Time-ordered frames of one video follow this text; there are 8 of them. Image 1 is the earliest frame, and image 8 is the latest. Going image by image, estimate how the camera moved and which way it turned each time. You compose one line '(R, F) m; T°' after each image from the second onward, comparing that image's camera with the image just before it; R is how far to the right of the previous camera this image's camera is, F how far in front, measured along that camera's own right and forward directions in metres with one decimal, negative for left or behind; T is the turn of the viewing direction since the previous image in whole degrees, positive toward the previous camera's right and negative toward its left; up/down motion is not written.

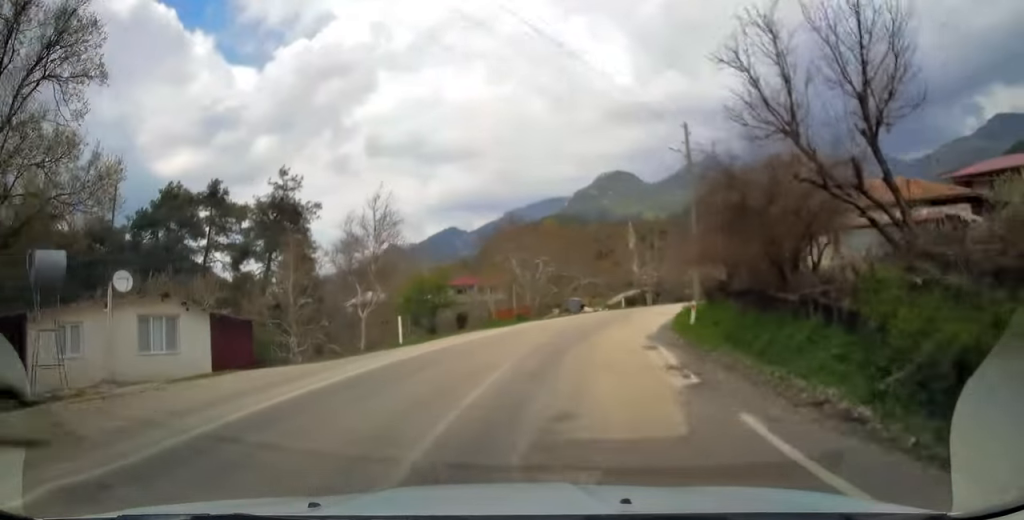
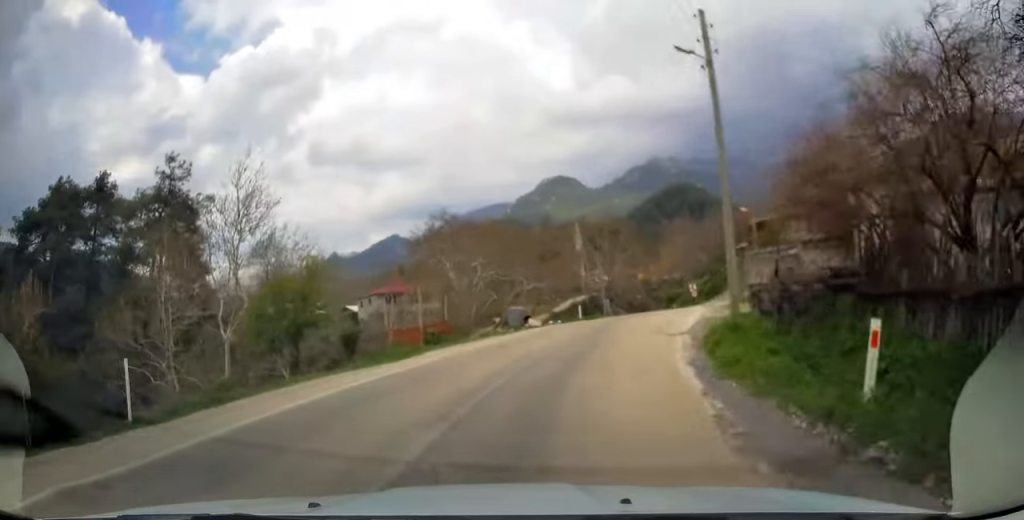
(+0.7, +11.9) m; +6°
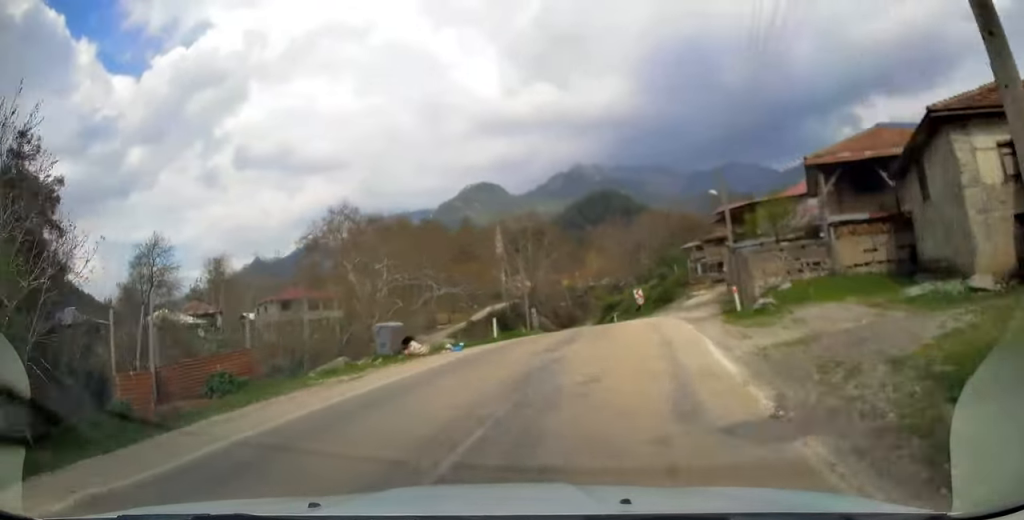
(+0.7, +11.4) m; +6°
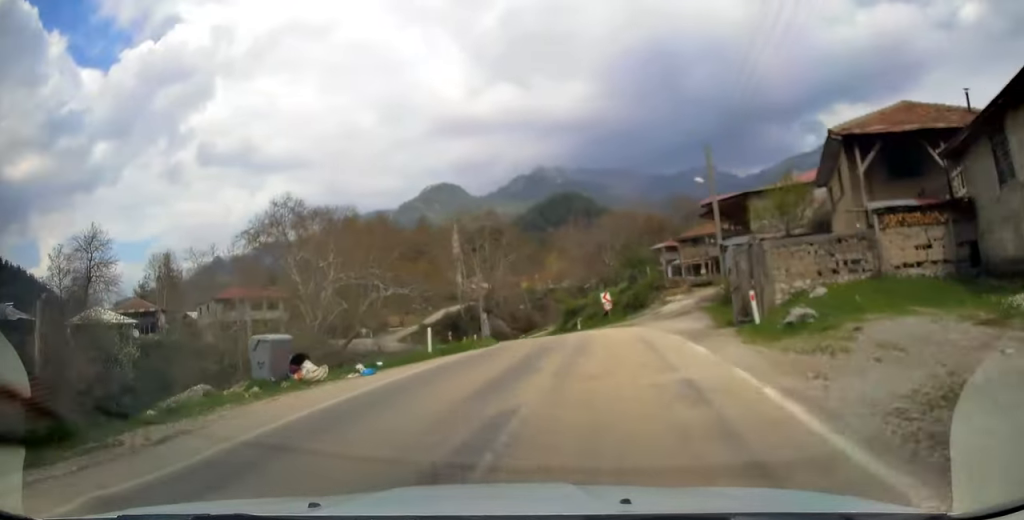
(0.0, +5.6) m; +3°
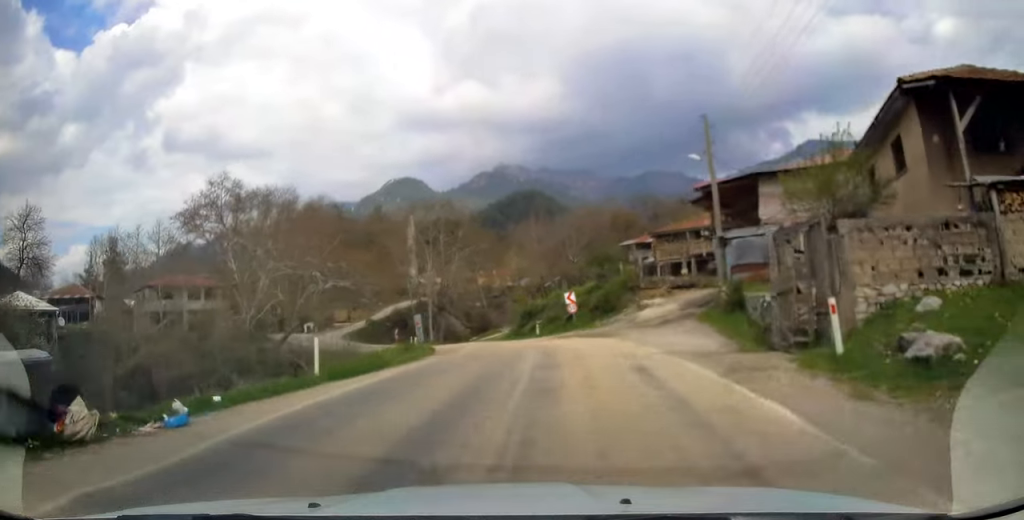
(+0.3, +6.1) m; +1°
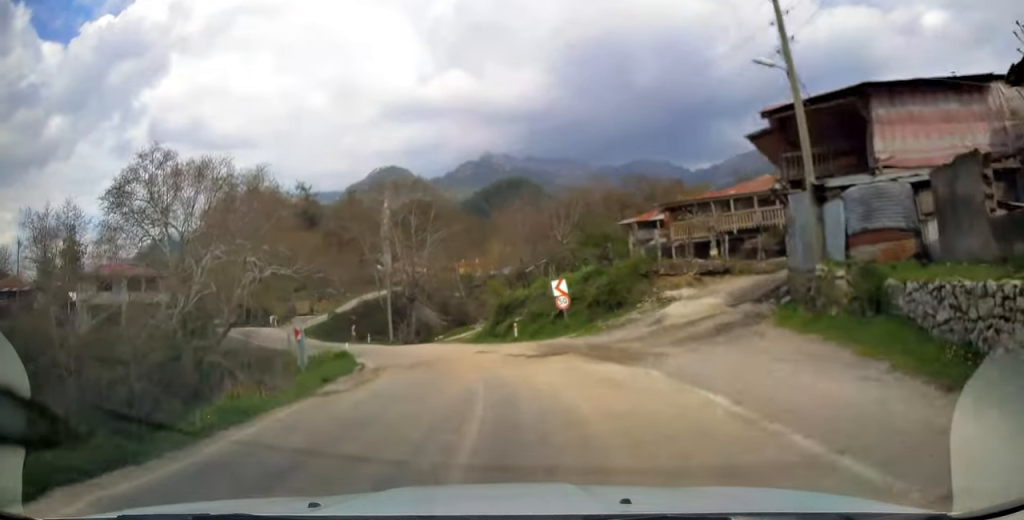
(+0.3, +9.9) m; -1°
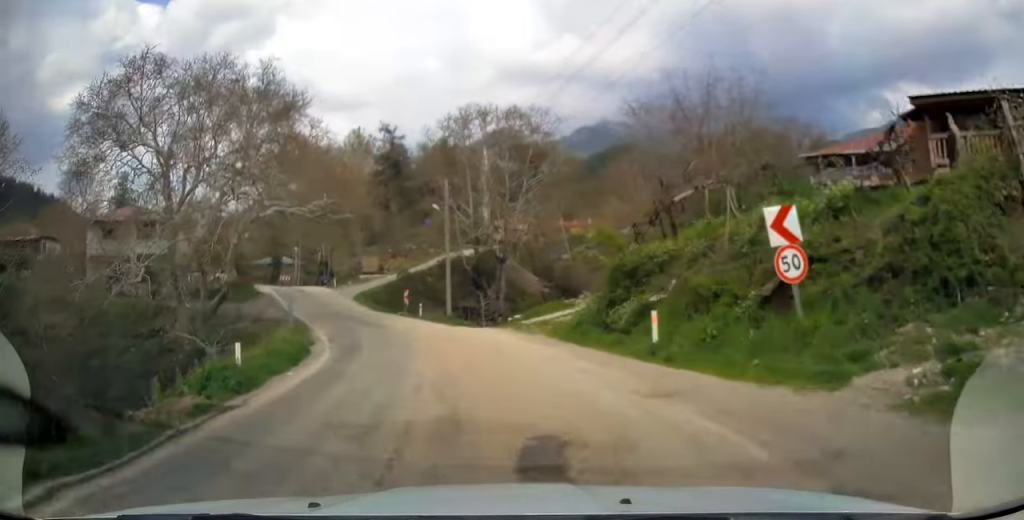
(-1.4, +15.8) m; -12°
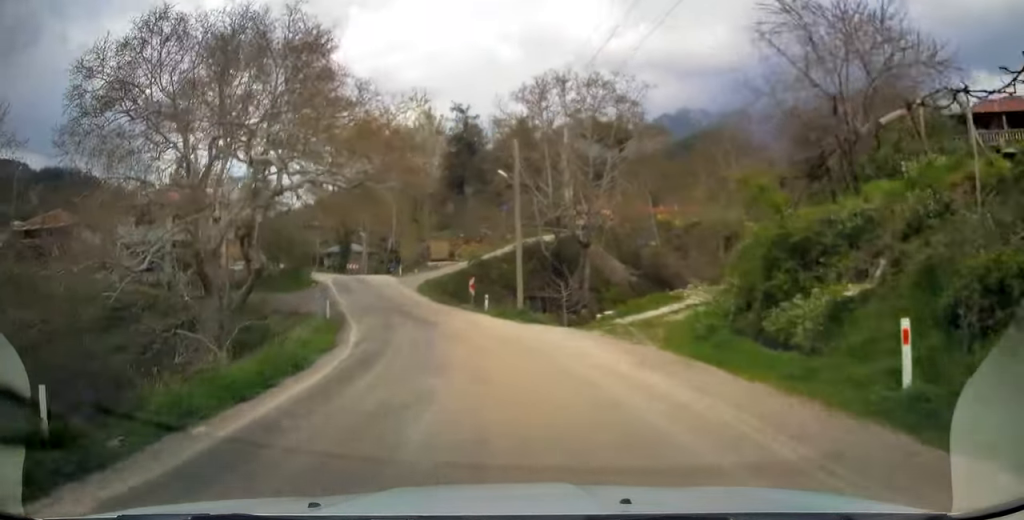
(-0.3, +6.5) m; -5°
